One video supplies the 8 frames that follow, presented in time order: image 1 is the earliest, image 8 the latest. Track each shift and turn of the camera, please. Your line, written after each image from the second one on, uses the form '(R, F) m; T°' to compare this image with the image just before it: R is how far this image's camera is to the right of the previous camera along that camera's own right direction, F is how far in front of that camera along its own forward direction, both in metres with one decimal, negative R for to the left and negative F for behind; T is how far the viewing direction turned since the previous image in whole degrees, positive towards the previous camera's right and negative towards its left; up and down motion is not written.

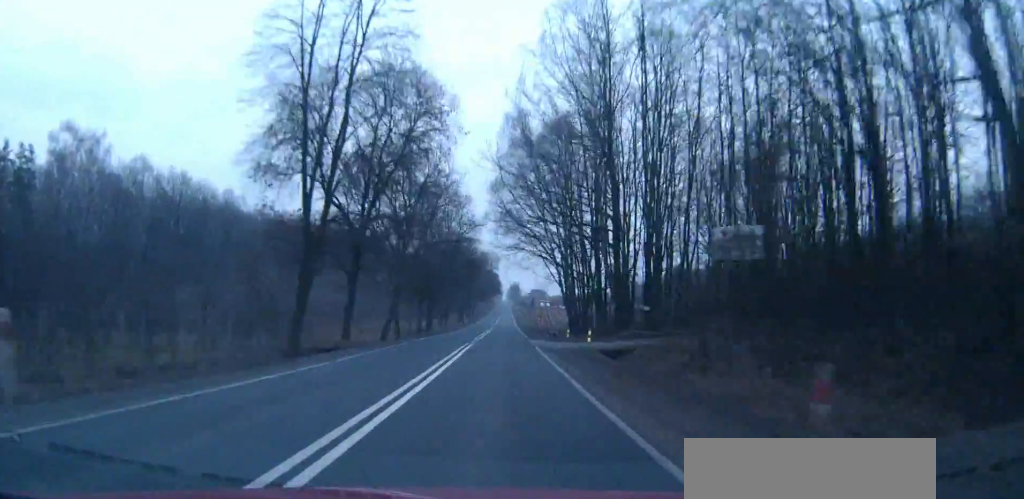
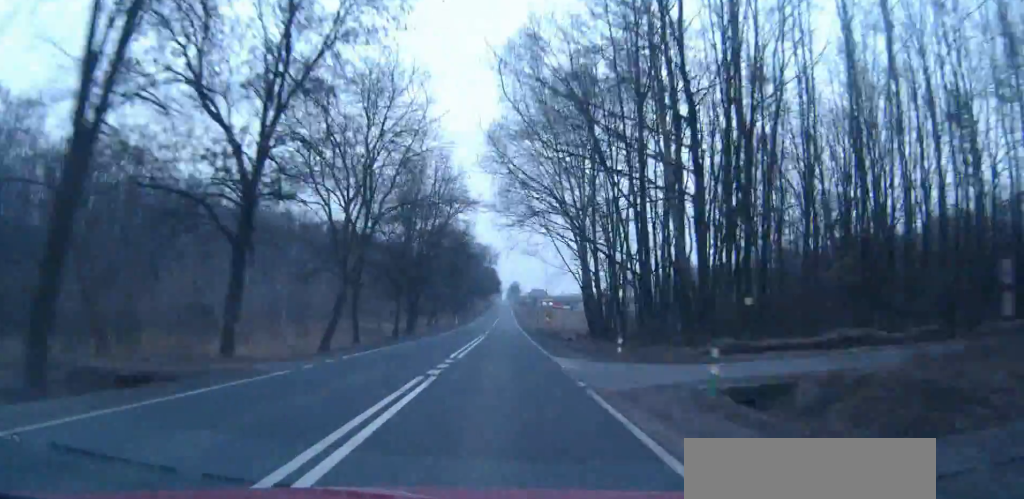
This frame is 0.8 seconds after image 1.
(0.0, +19.0) m; 0°
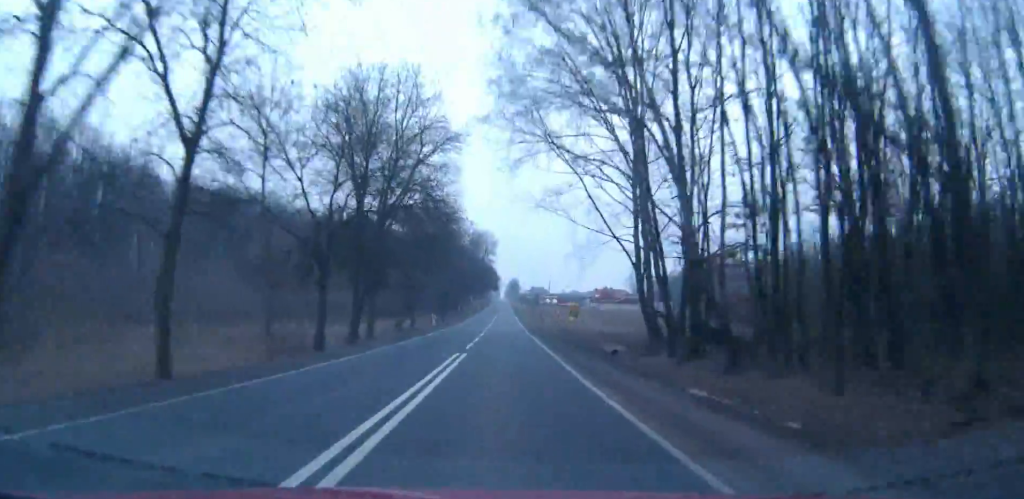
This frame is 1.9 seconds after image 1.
(-0.1, +28.1) m; 0°
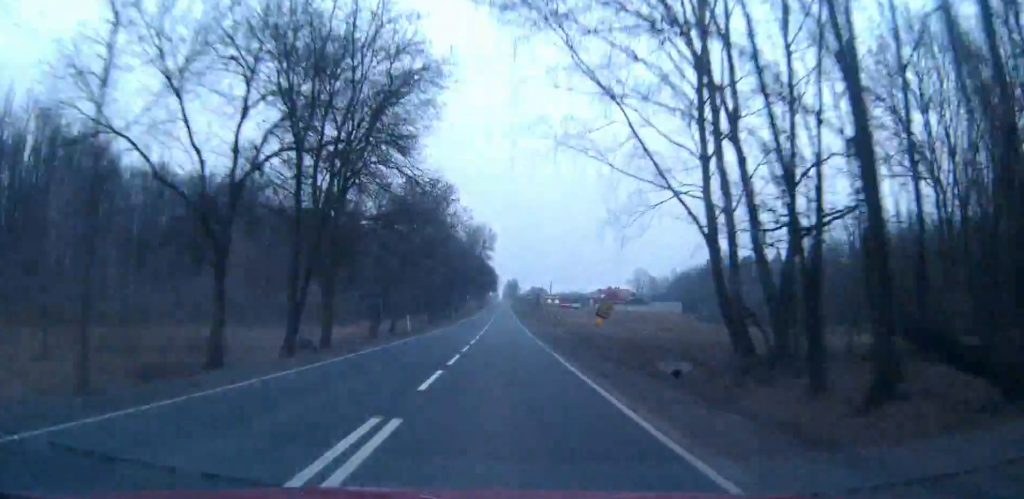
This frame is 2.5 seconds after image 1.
(-0.1, +14.9) m; 0°
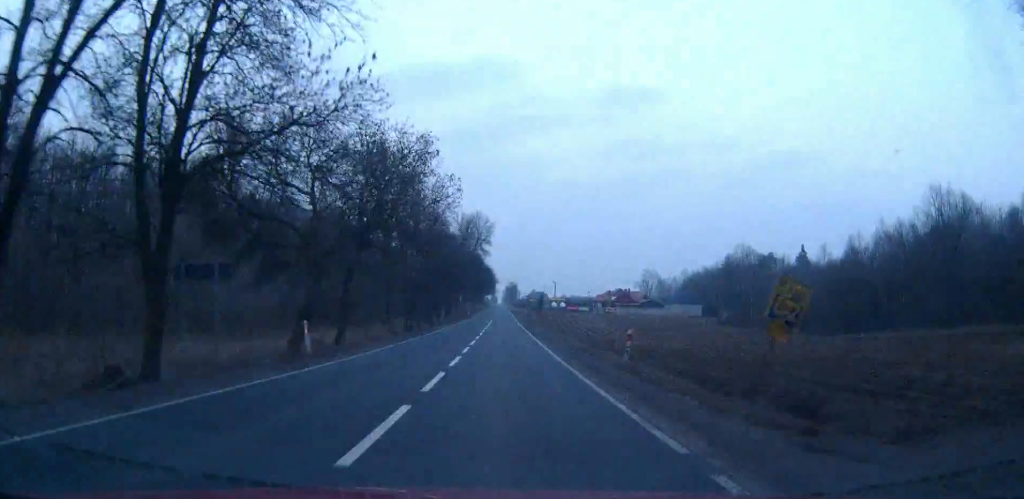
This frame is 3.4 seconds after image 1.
(+0.2, +23.3) m; +1°
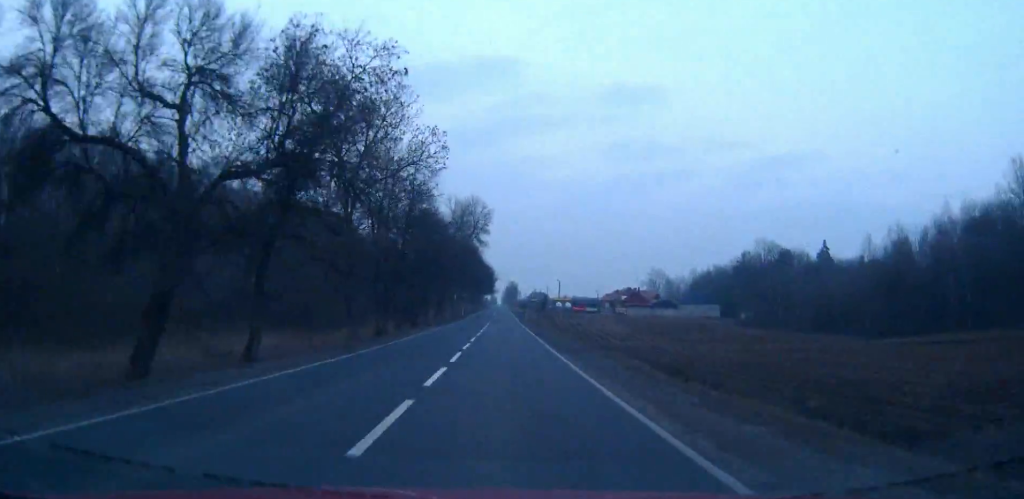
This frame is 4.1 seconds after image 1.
(+0.1, +17.6) m; 0°
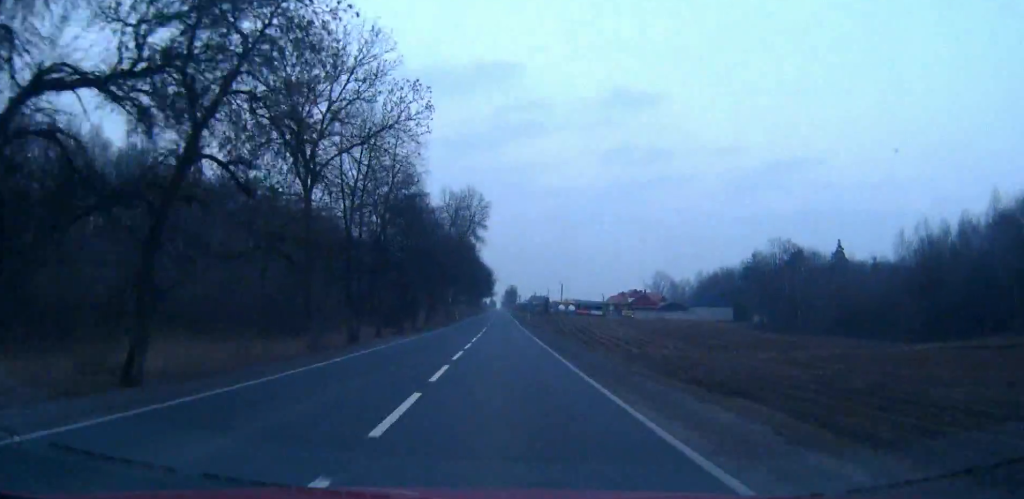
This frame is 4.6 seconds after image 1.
(0.0, +10.9) m; 0°
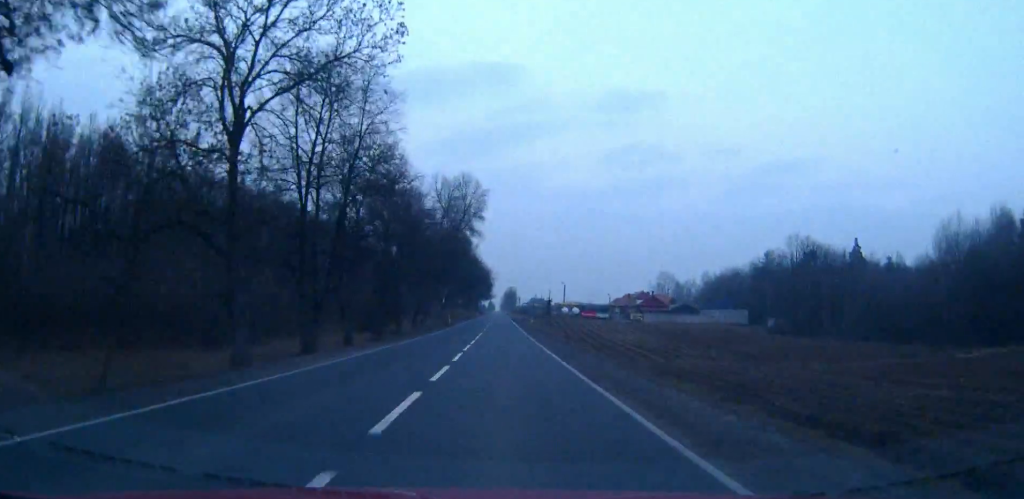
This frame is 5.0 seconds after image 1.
(0.0, +11.7) m; 0°
